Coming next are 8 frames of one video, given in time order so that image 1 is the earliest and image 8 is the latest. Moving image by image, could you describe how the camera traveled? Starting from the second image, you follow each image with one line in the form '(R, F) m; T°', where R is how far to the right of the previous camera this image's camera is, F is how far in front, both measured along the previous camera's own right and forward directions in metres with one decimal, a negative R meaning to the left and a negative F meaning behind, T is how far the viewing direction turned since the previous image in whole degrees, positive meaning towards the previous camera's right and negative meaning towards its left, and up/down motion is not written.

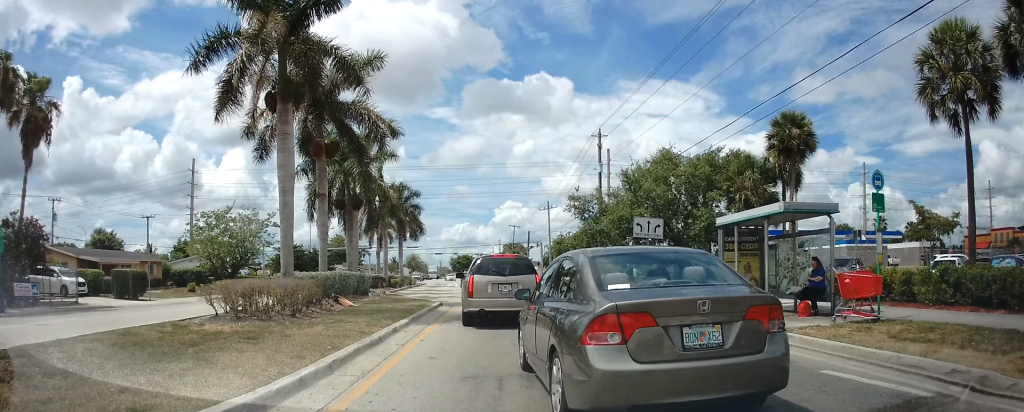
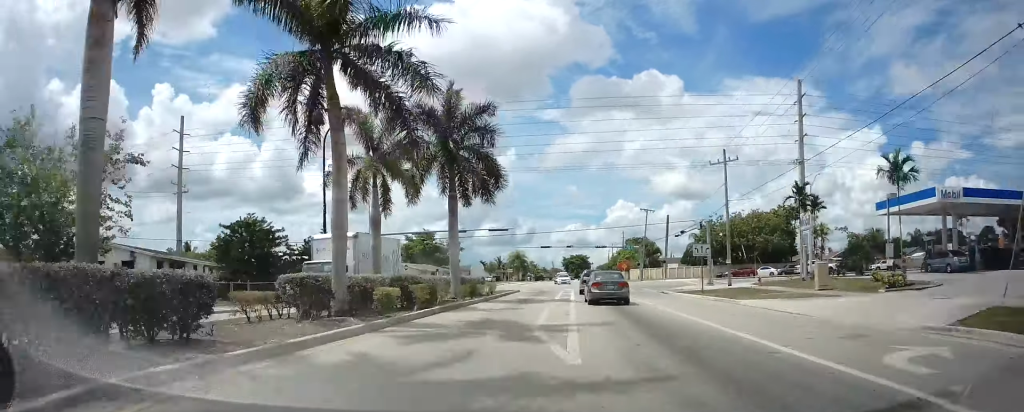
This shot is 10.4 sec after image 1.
(+0.2, +41.2) m; -5°
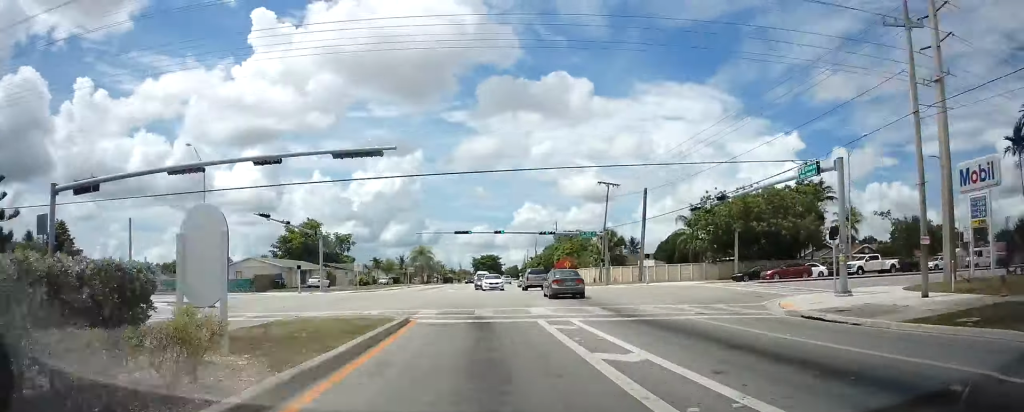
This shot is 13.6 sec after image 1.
(+3.0, +23.1) m; -18°
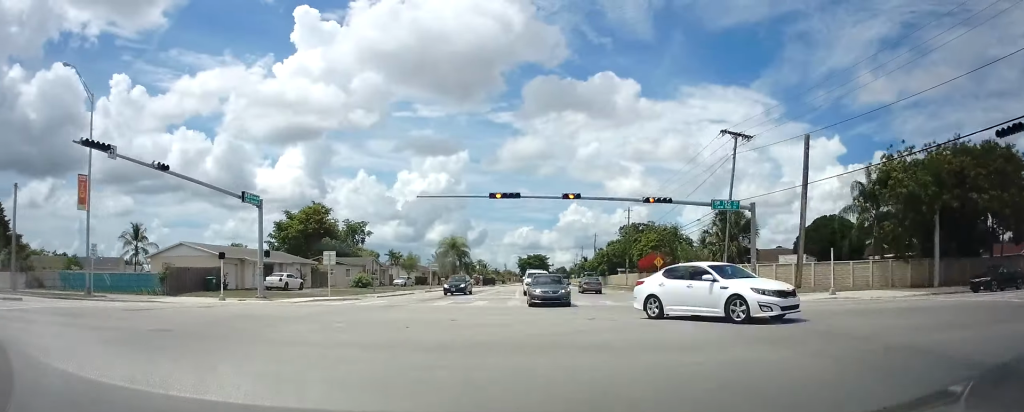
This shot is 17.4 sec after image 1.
(-6.8, +28.0) m; -24°
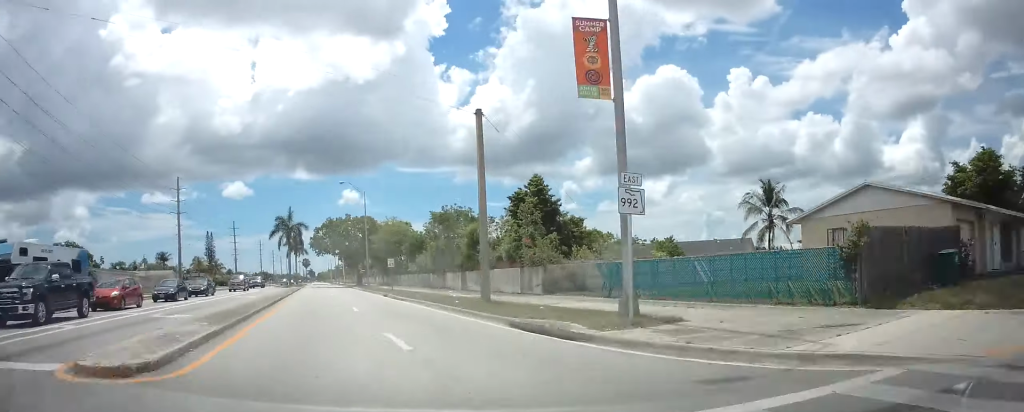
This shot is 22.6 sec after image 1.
(-18.5, +52.8) m; -28°
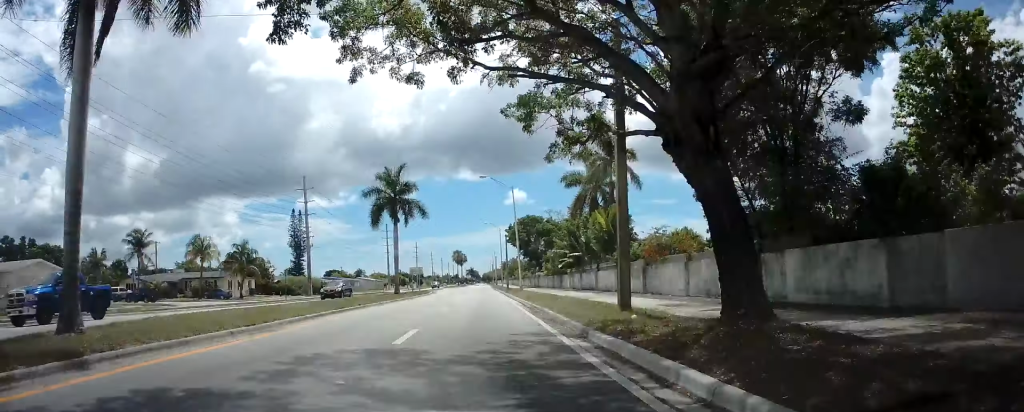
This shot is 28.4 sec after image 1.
(-11.5, +87.2) m; -8°
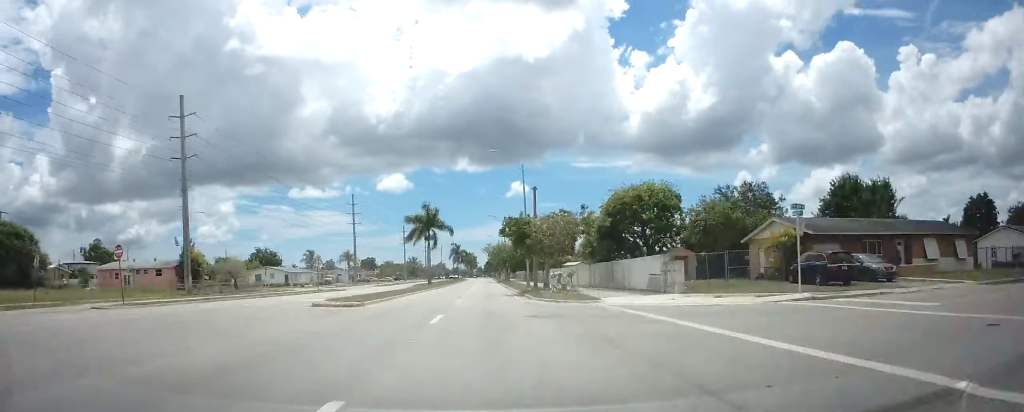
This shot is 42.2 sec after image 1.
(+0.1, +262.8) m; 0°
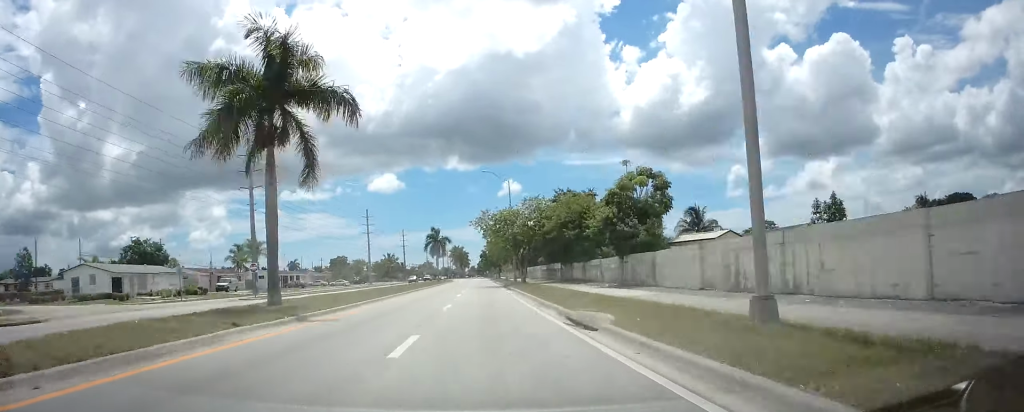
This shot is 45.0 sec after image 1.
(-0.1, +56.2) m; 0°
